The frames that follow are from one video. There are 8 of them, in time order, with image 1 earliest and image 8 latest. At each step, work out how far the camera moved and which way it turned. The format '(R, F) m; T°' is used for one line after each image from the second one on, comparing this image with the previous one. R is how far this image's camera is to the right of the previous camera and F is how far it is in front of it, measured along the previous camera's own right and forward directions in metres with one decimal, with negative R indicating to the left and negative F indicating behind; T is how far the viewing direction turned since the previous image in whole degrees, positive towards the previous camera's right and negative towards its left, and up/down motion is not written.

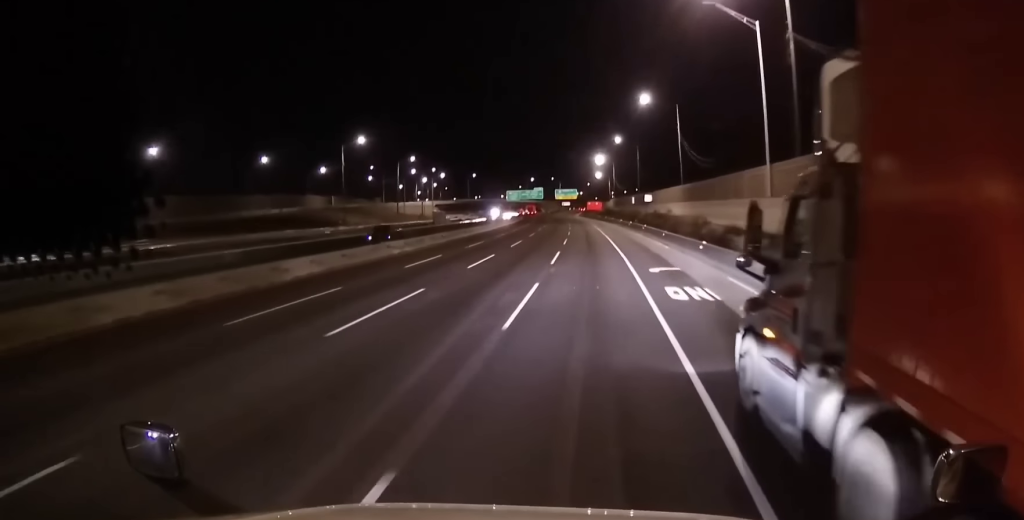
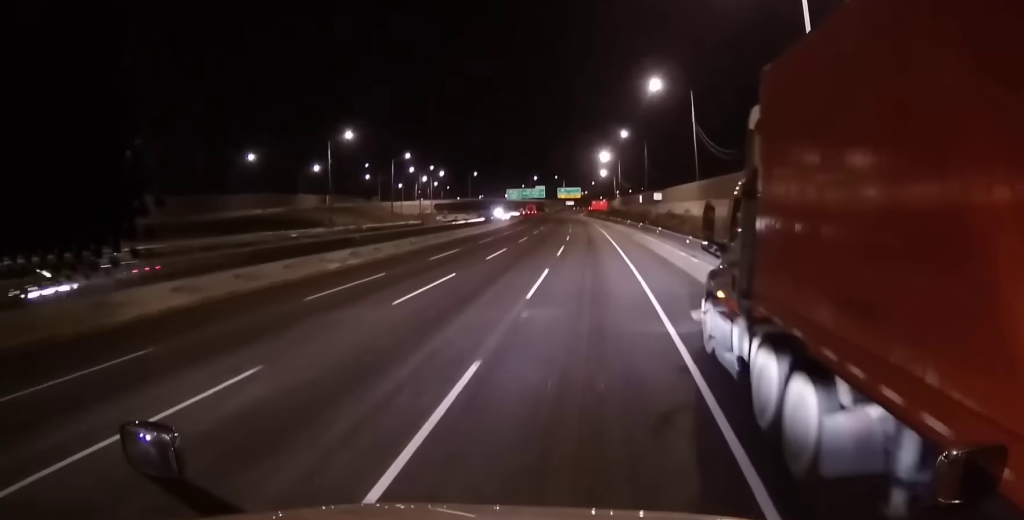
(+0.1, +11.0) m; -1°
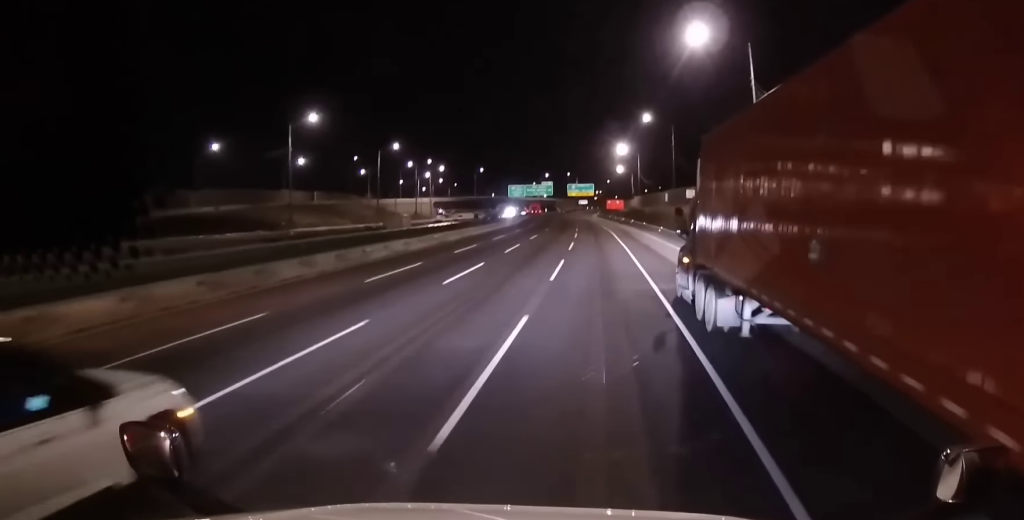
(-0.6, +26.6) m; -1°
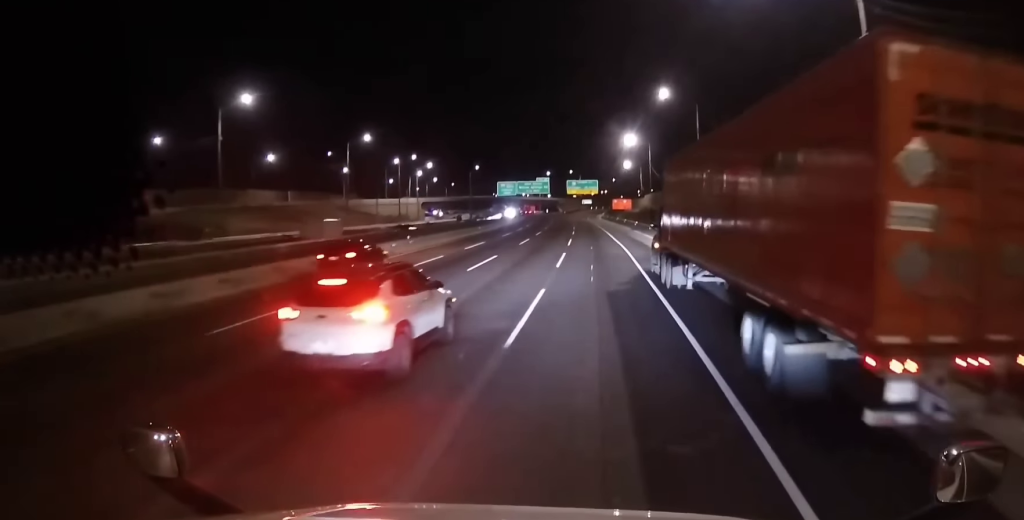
(0.0, +26.0) m; -1°
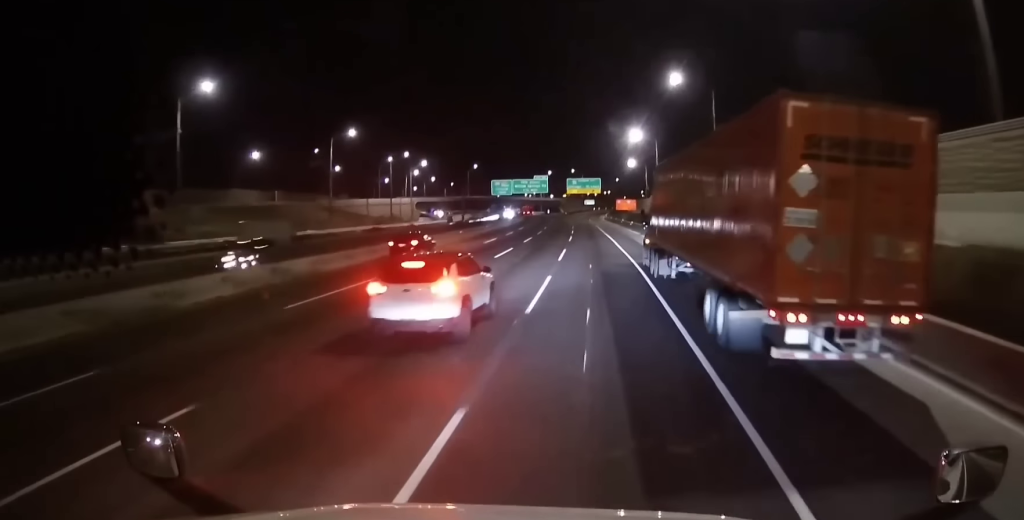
(-0.1, +11.3) m; -1°
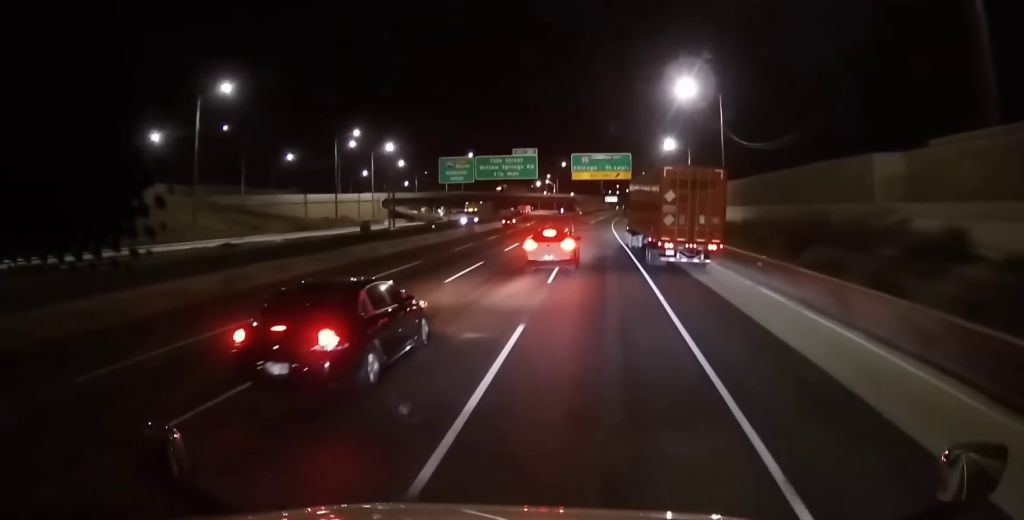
(-1.4, +57.4) m; -3°
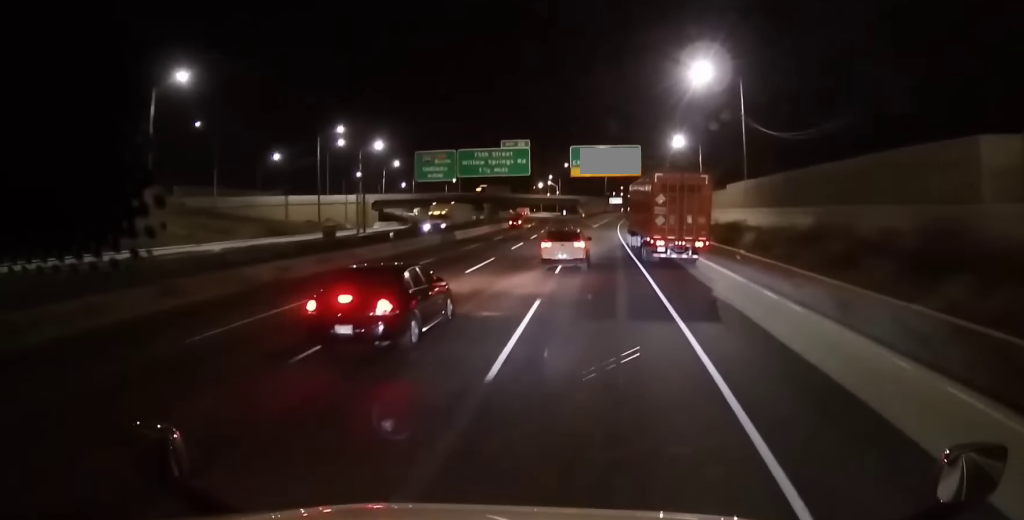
(0.0, +12.1) m; 0°
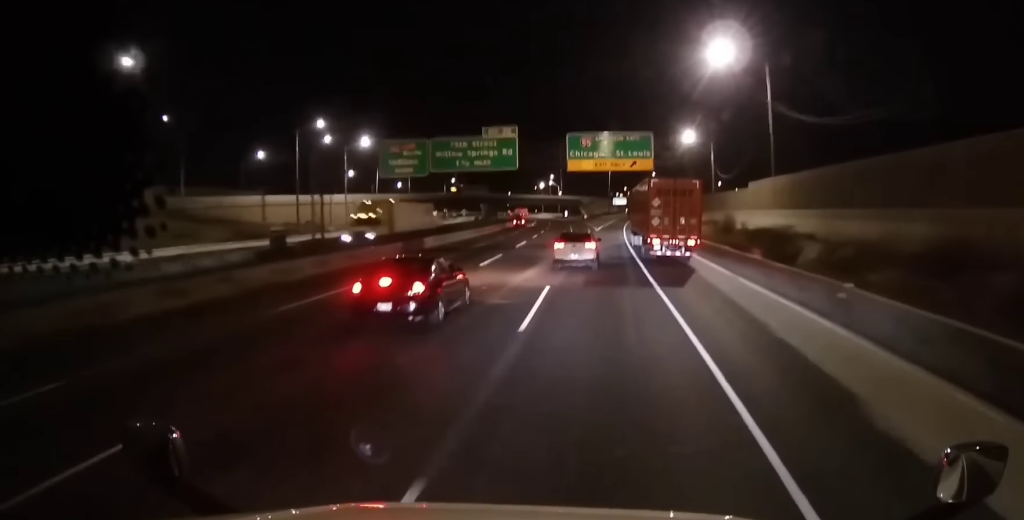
(0.0, +11.4) m; 0°
